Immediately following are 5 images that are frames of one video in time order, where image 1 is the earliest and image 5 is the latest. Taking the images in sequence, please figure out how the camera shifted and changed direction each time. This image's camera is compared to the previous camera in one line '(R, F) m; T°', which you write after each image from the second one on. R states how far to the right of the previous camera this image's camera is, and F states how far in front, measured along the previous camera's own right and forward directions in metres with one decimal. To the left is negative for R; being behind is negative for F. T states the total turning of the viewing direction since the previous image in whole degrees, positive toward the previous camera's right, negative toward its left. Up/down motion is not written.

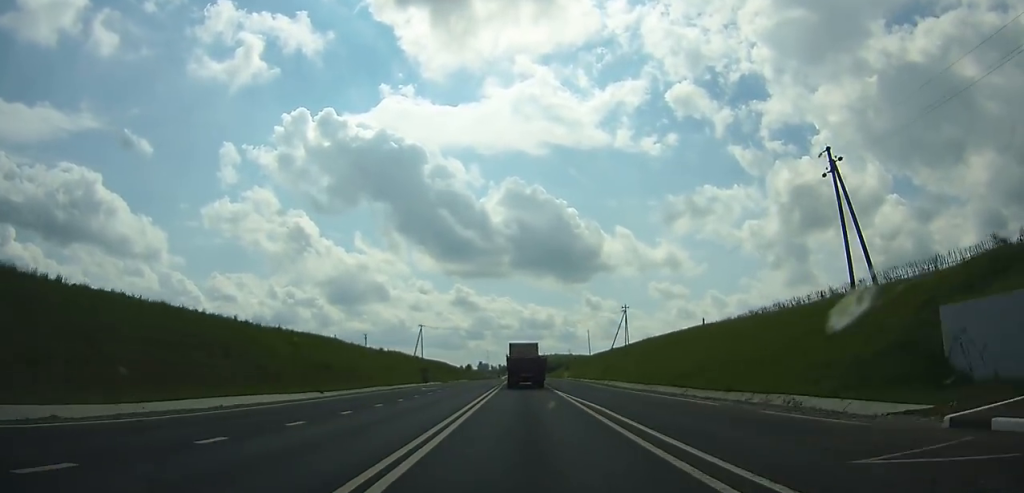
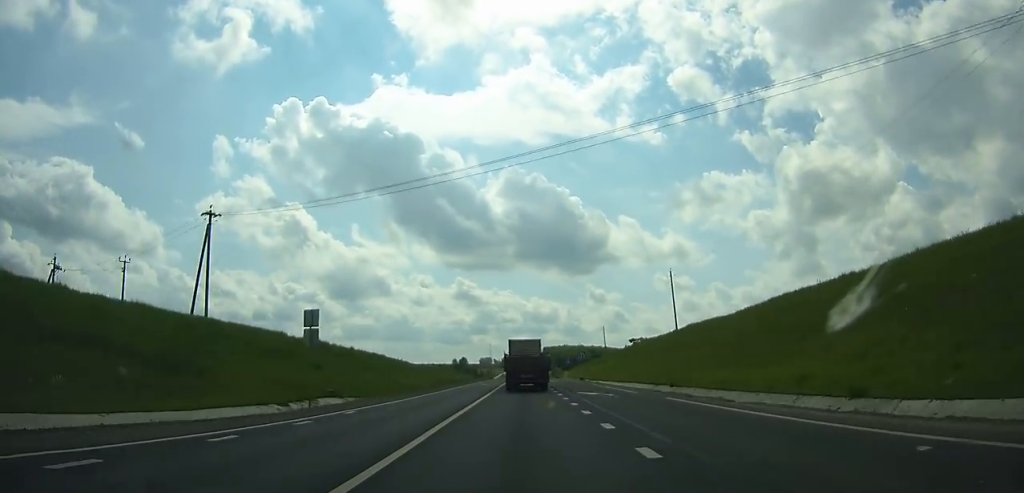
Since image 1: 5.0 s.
(-0.1, +98.0) m; 0°
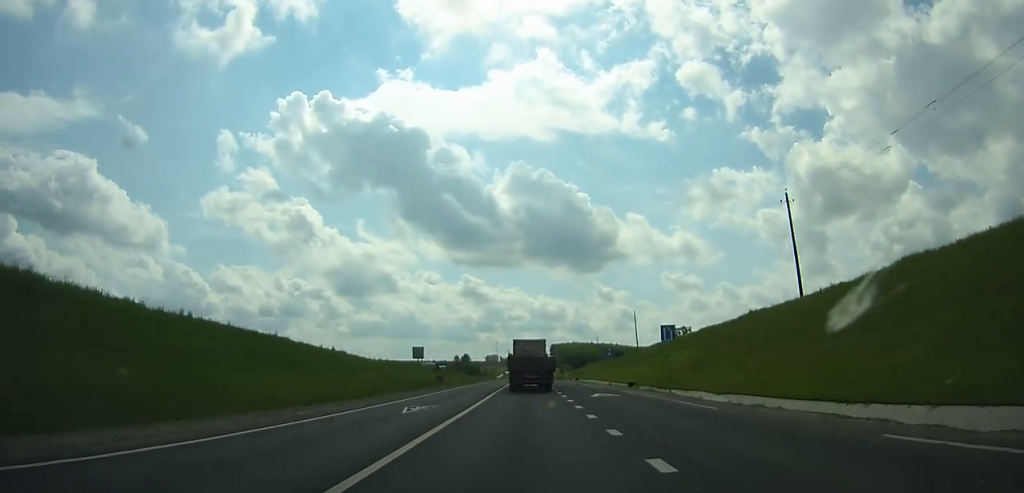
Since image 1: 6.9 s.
(-0.1, +38.3) m; 0°
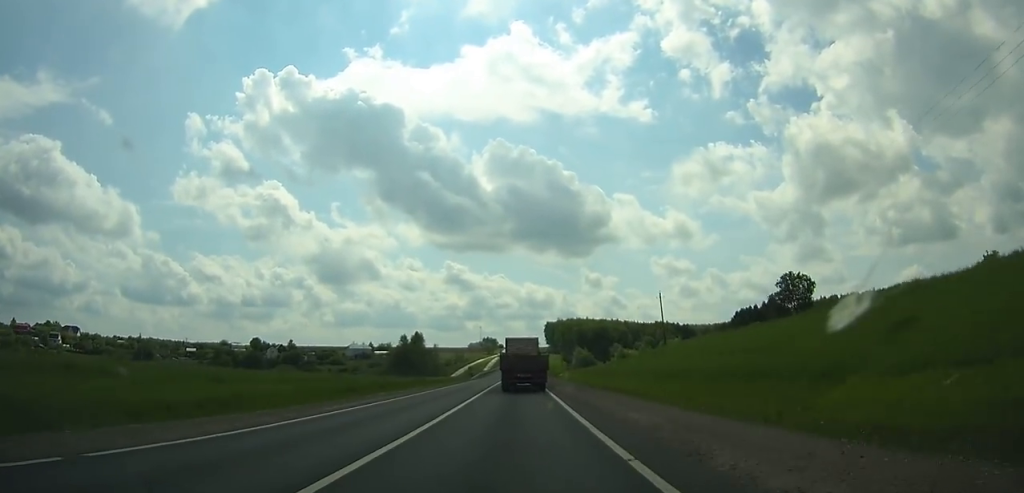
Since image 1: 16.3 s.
(+0.9, +185.2) m; +1°
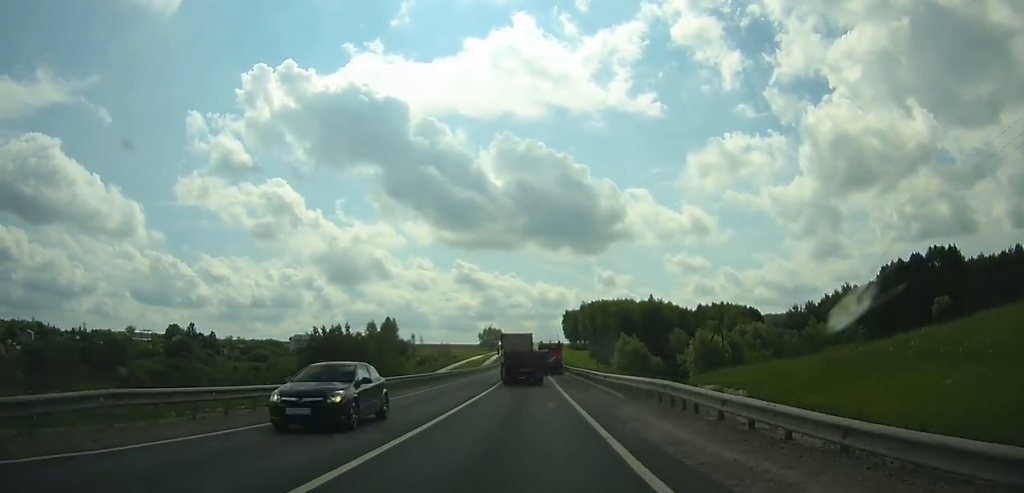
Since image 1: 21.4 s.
(-0.3, +94.9) m; -1°
